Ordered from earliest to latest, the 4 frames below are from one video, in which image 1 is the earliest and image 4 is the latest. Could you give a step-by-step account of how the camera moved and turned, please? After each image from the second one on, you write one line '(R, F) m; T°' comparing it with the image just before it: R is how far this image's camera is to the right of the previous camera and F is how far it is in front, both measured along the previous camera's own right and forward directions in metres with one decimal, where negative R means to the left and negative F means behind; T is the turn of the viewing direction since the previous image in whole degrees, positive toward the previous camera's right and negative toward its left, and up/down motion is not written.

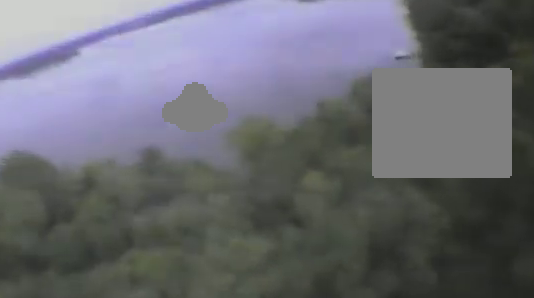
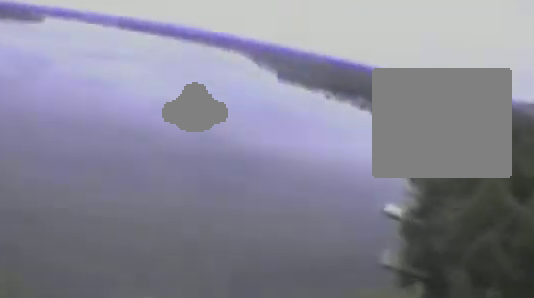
(+3.1, +48.8) m; +3°
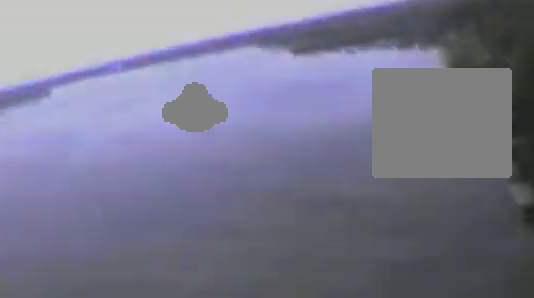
(-0.1, +13.7) m; -1°
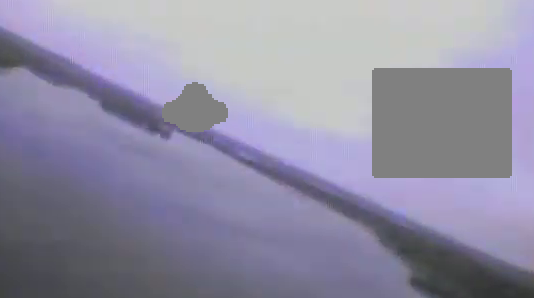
(-15.5, +85.4) m; -27°
